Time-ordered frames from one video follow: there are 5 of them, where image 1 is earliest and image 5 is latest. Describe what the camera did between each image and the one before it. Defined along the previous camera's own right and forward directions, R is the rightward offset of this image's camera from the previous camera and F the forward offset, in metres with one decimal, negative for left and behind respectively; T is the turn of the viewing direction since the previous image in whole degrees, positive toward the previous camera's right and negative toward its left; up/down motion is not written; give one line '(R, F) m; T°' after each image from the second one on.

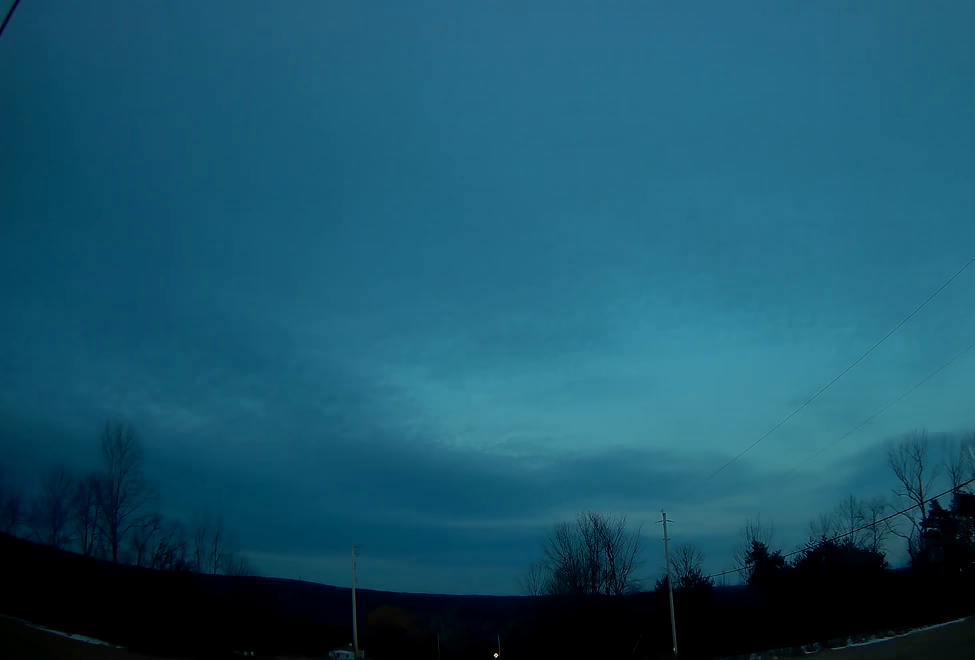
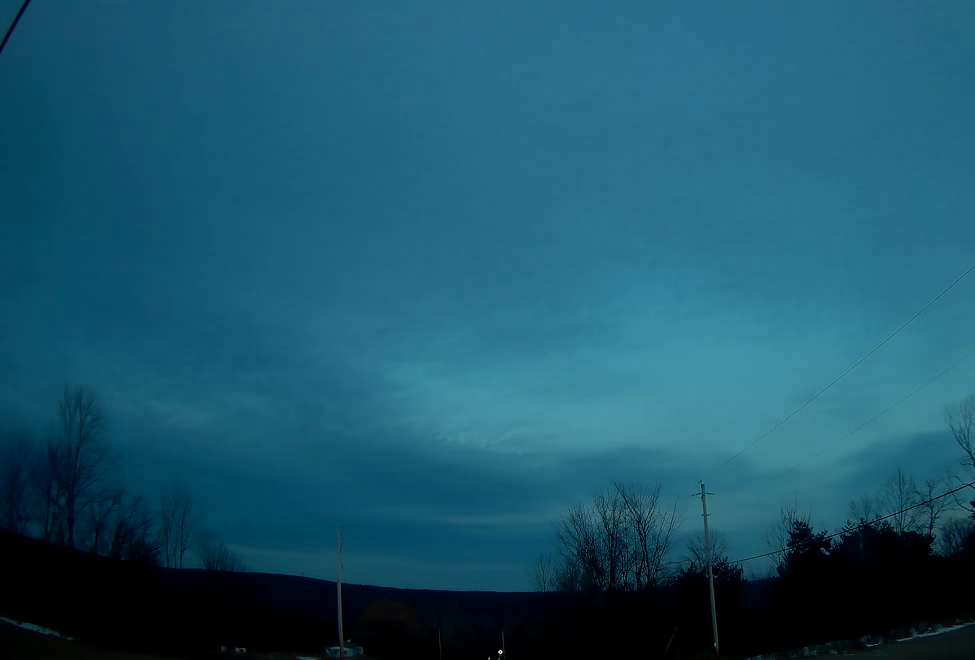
(-0.2, +8.6) m; -1°
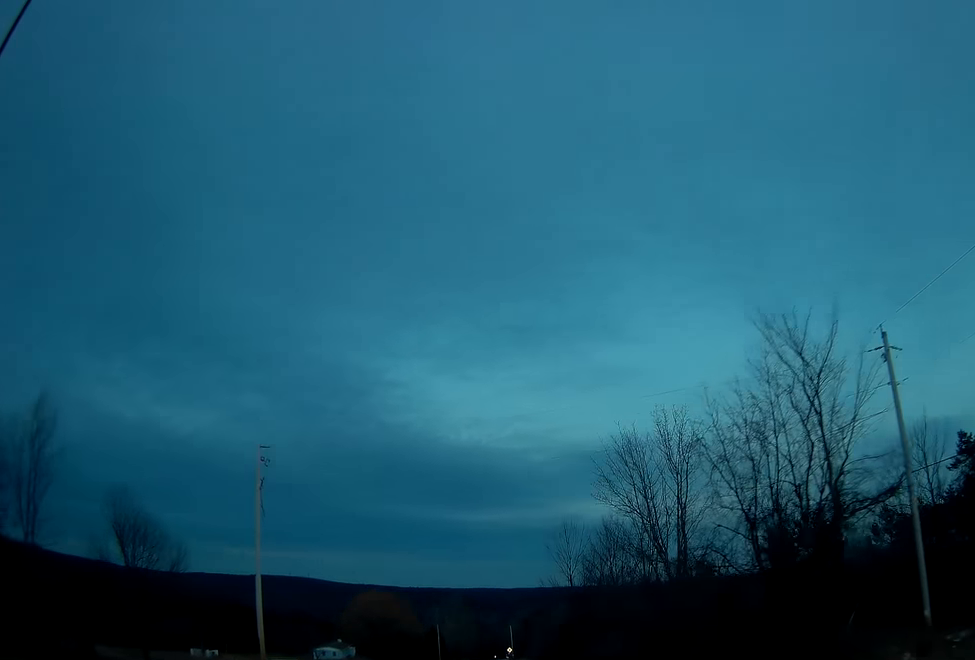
(-0.3, +22.5) m; -1°
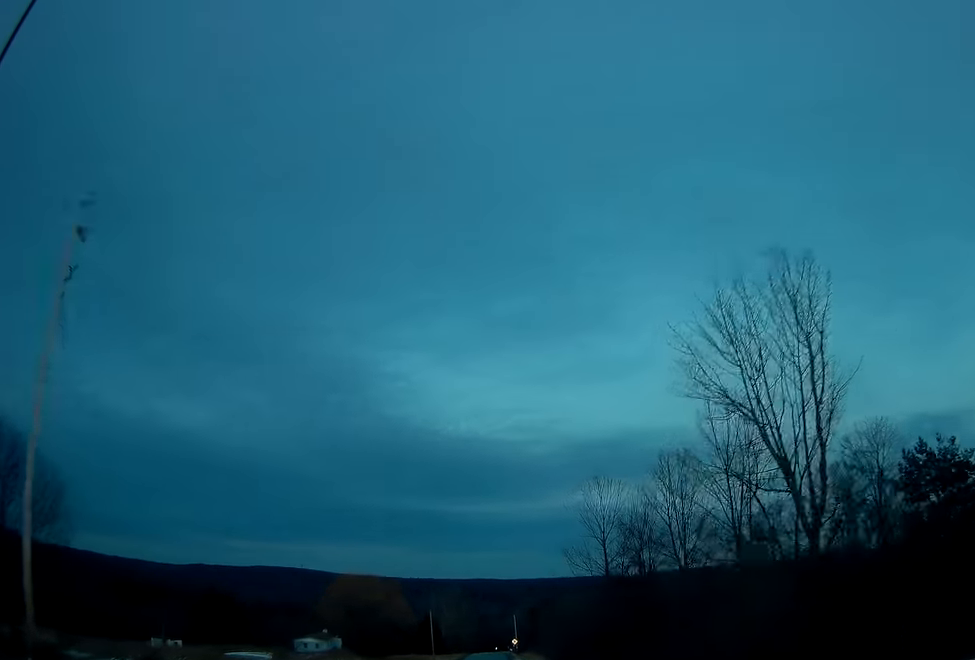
(0.0, +19.7) m; +1°
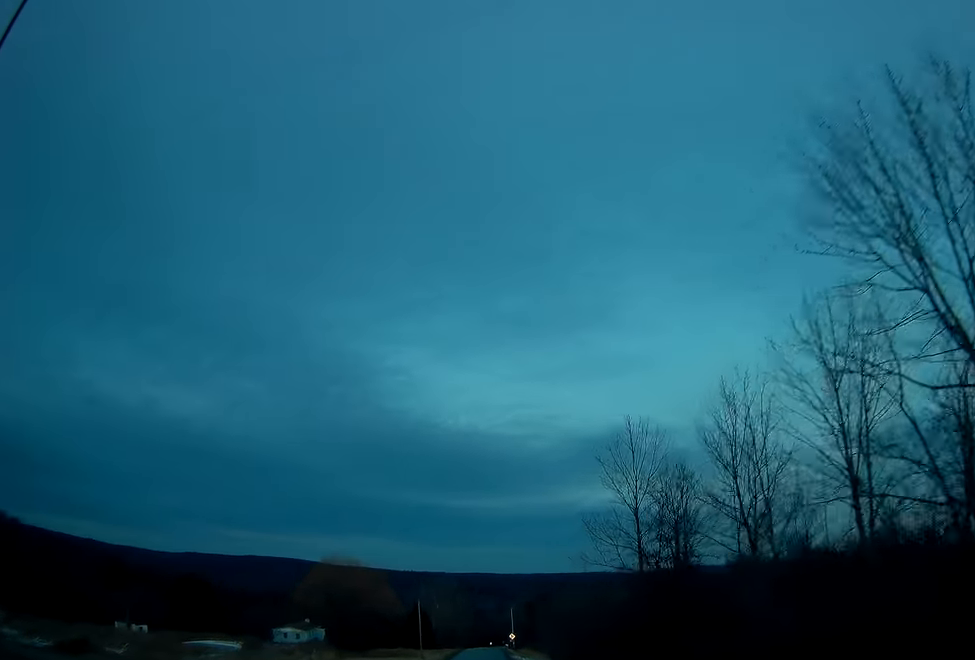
(0.0, +12.4) m; +1°
